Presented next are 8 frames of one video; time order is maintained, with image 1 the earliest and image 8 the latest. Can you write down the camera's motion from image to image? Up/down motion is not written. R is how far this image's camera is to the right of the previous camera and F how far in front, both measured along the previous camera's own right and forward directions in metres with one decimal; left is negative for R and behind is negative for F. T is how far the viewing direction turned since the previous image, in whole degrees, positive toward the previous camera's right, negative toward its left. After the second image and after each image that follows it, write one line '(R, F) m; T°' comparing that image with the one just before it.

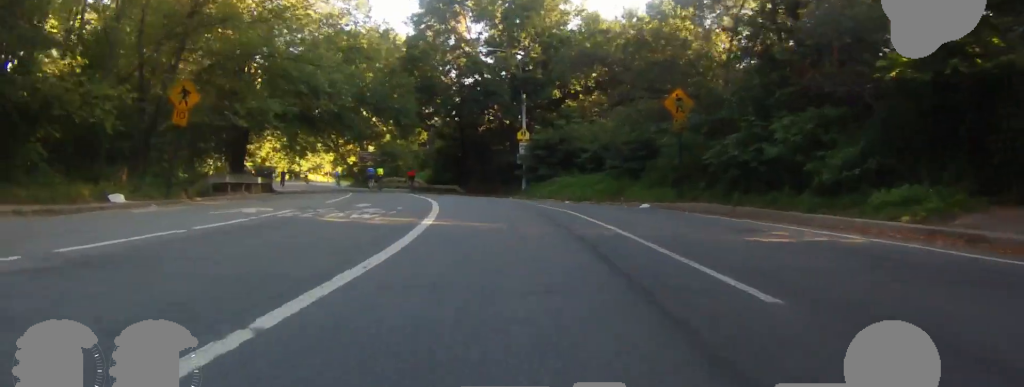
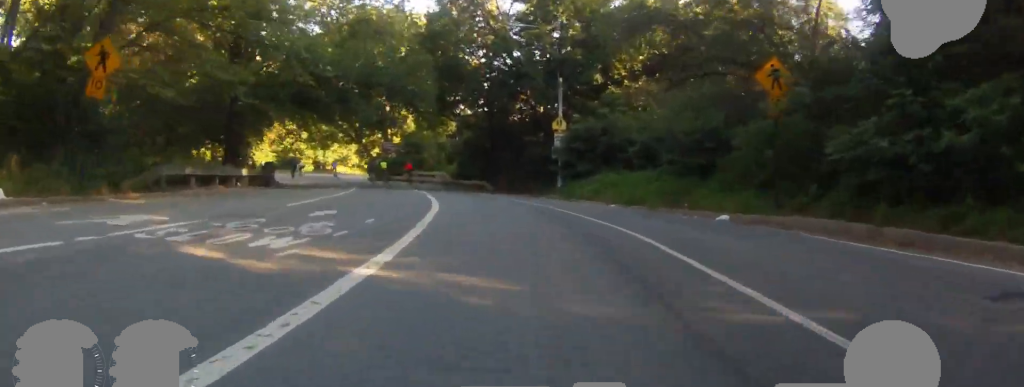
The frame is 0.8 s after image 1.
(+0.1, +5.6) m; -4°
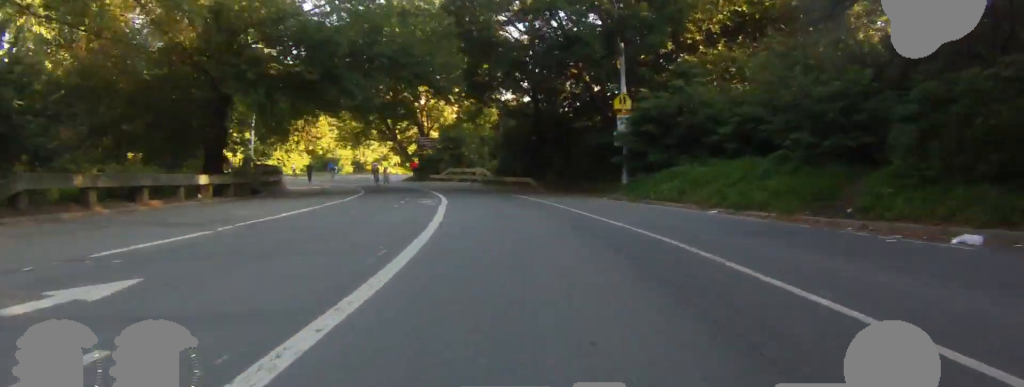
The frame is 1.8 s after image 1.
(-0.6, +7.7) m; -6°
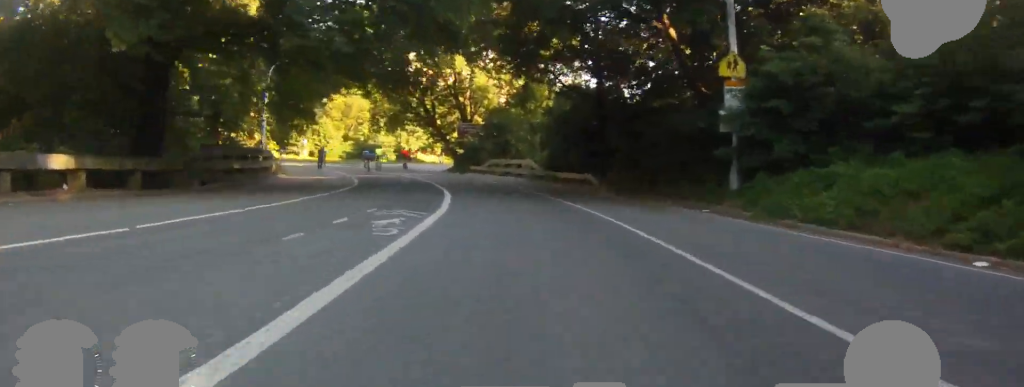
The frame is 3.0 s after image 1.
(-0.6, +9.1) m; -11°
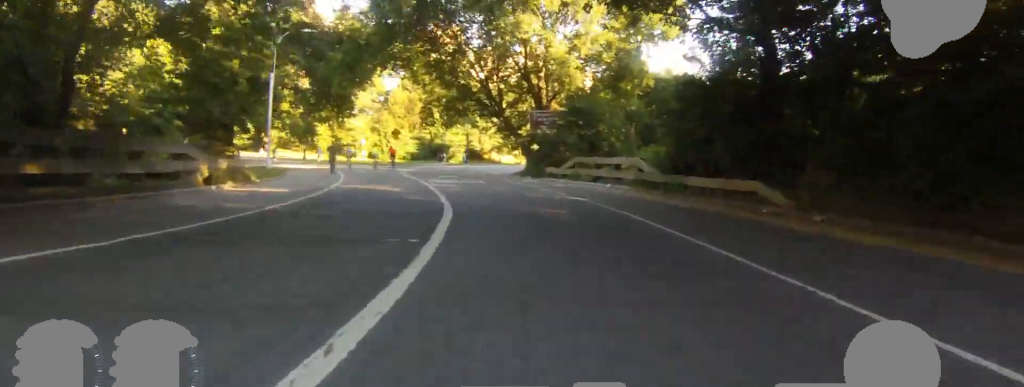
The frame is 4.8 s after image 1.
(-1.6, +14.0) m; -7°
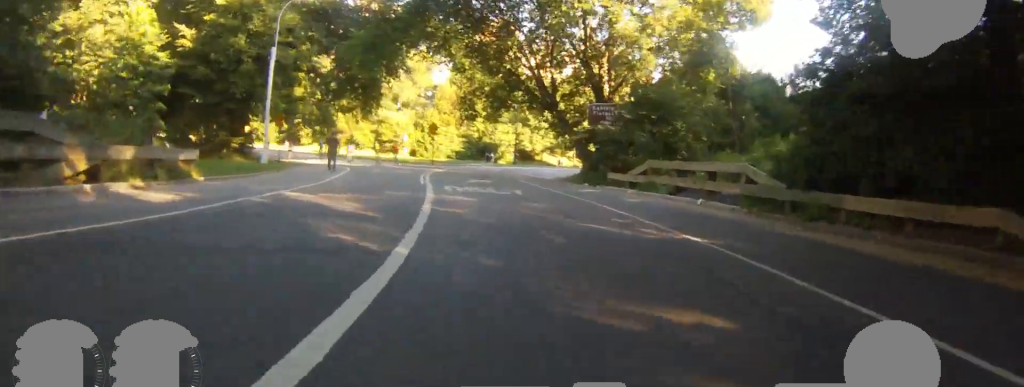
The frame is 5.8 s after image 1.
(0.0, +7.7) m; 0°
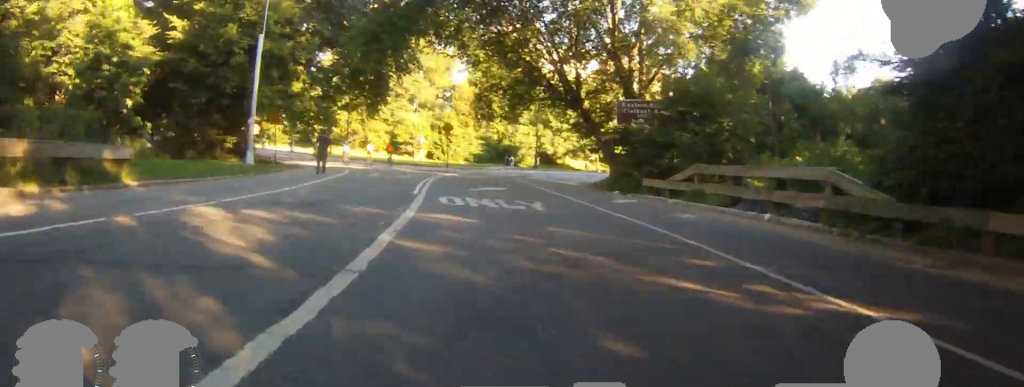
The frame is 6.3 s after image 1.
(0.0, +4.1) m; 0°
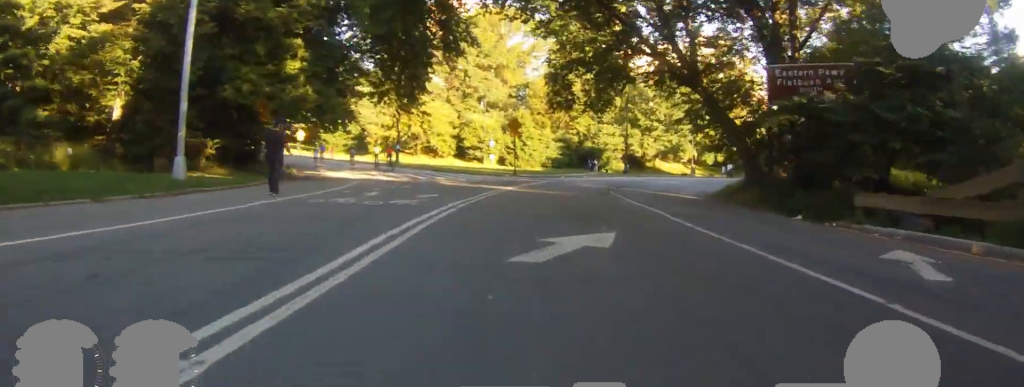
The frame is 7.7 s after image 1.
(0.0, +11.8) m; 0°
